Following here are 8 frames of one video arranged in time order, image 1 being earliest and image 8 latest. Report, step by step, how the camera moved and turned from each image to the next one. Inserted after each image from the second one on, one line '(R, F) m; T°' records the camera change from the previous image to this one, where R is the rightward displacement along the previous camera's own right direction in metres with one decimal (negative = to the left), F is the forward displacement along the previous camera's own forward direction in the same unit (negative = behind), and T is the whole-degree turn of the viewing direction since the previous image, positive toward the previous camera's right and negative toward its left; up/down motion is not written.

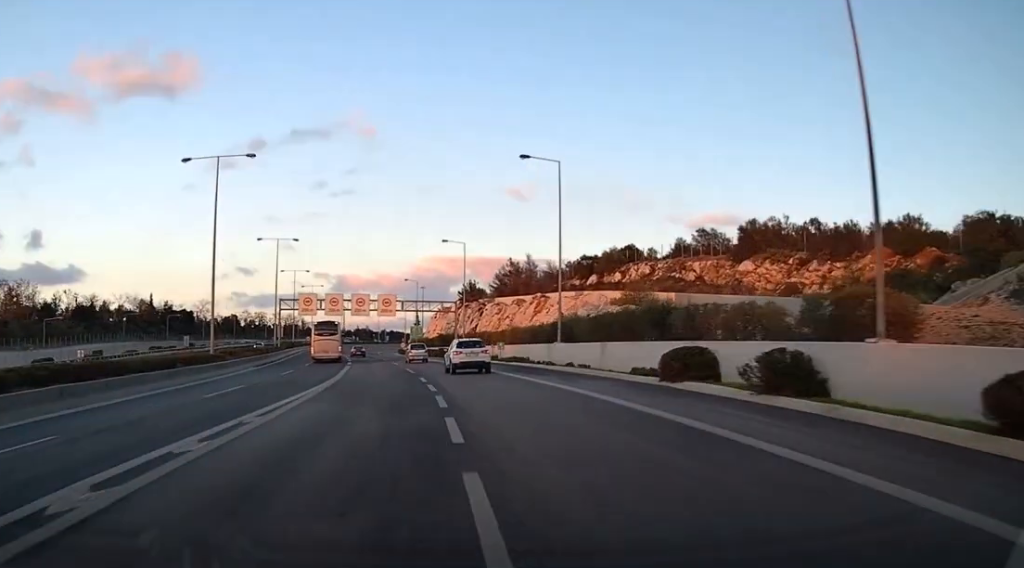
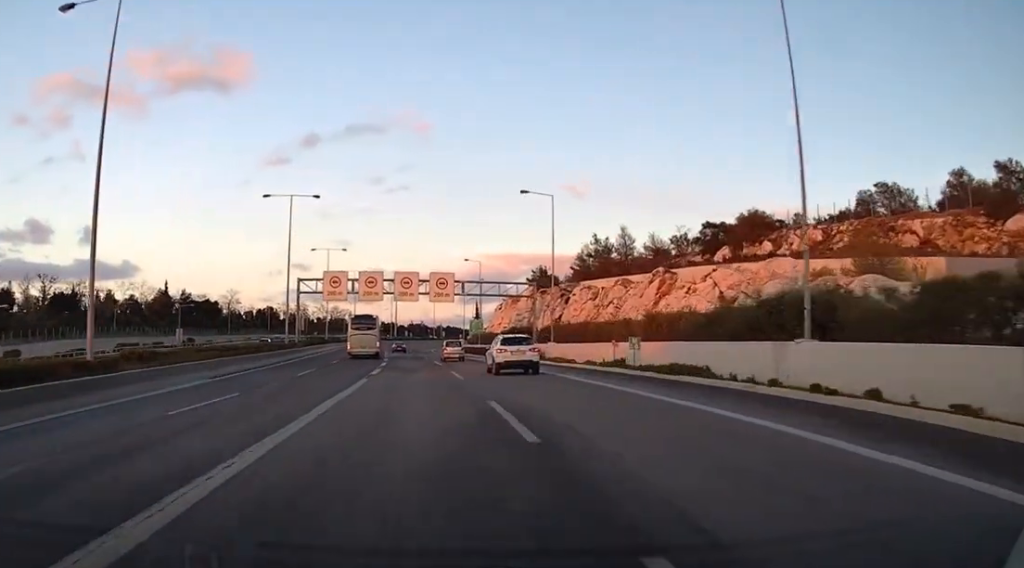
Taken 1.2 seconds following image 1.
(-0.4, +27.3) m; -3°
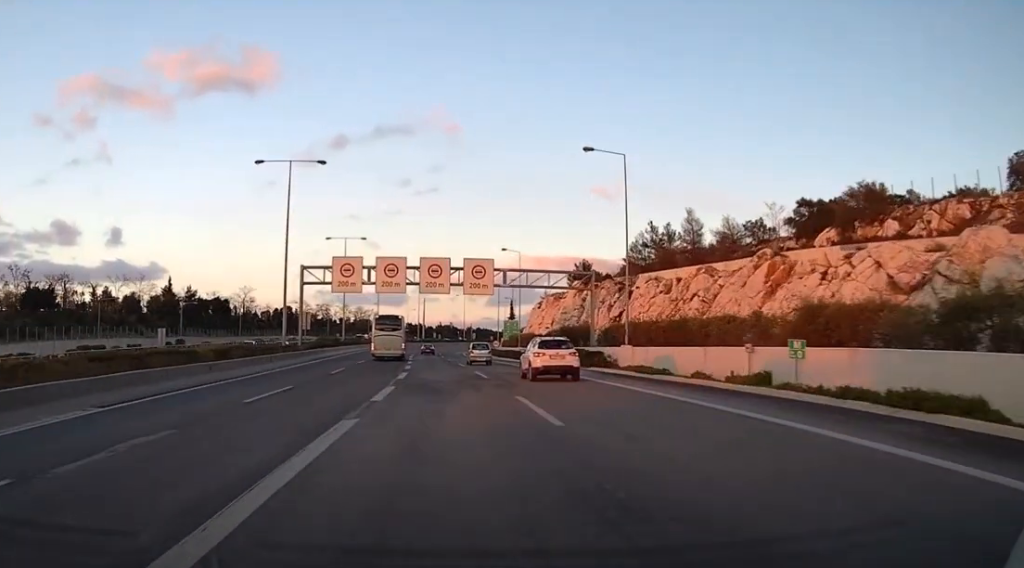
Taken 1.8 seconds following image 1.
(-0.5, +14.9) m; -2°
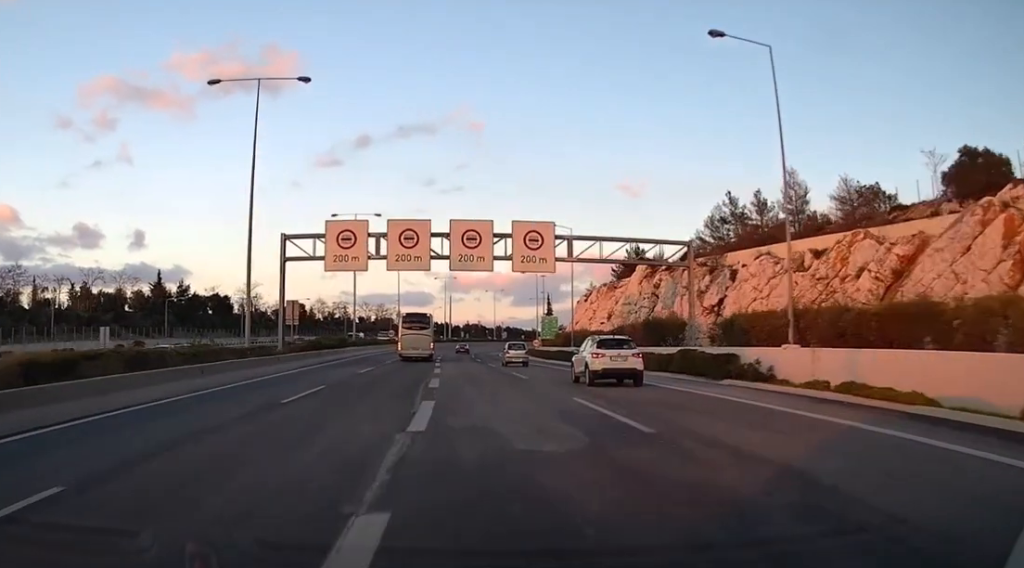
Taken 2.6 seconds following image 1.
(-0.4, +18.9) m; -2°
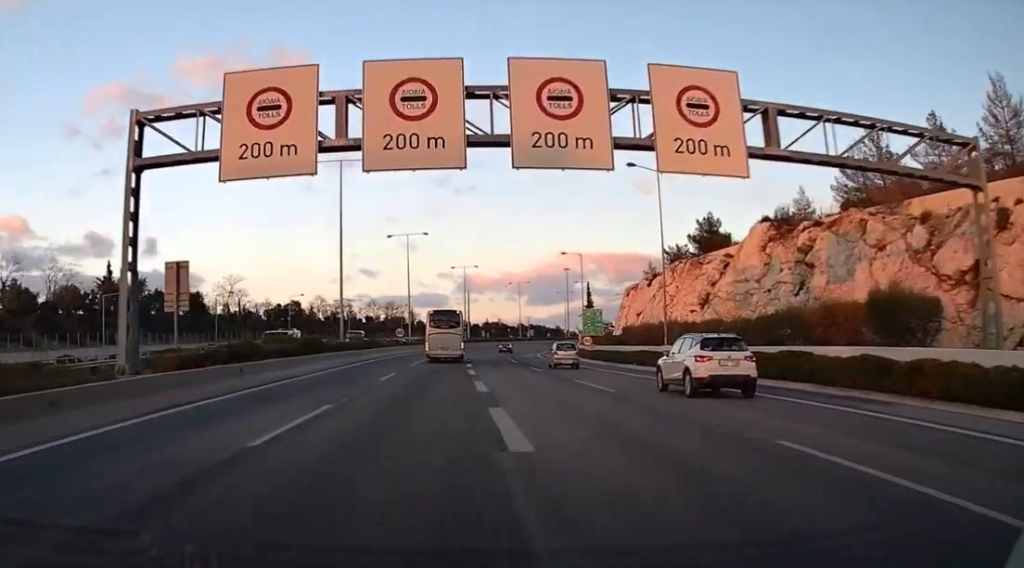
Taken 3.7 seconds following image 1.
(-0.6, +25.2) m; -3°
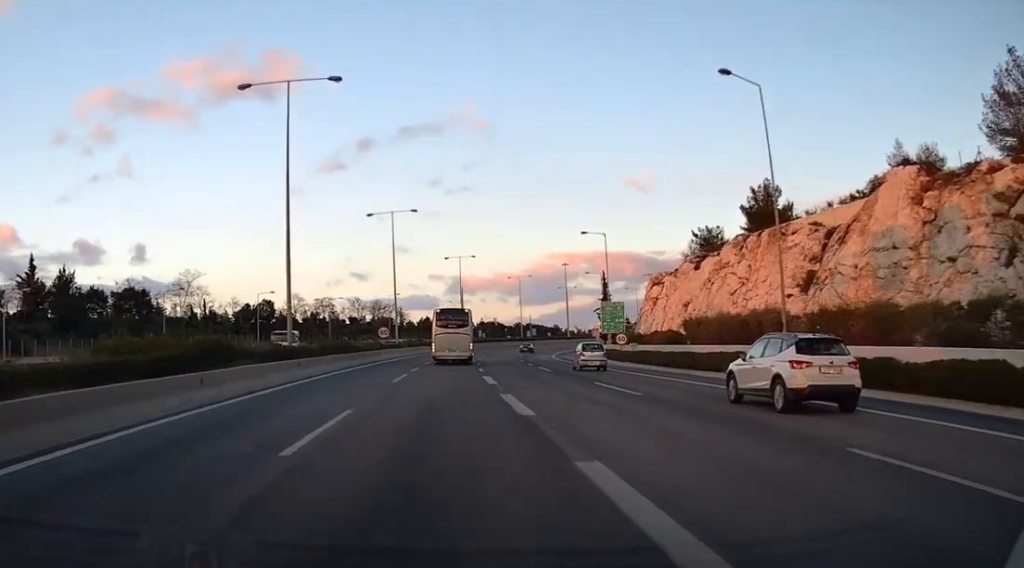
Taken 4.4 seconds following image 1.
(-0.3, +18.5) m; -1°
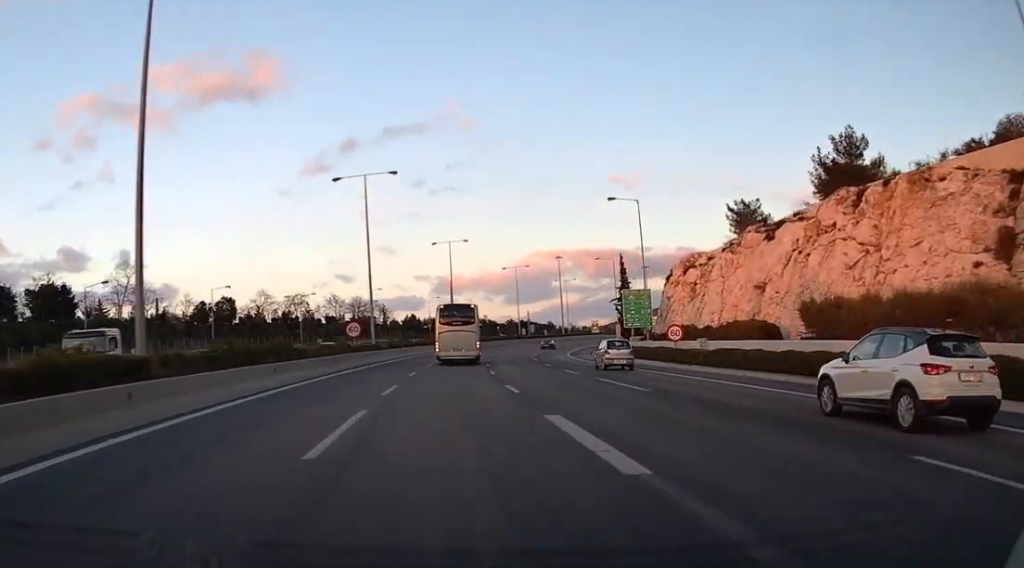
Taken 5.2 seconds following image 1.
(-0.1, +18.8) m; 0°
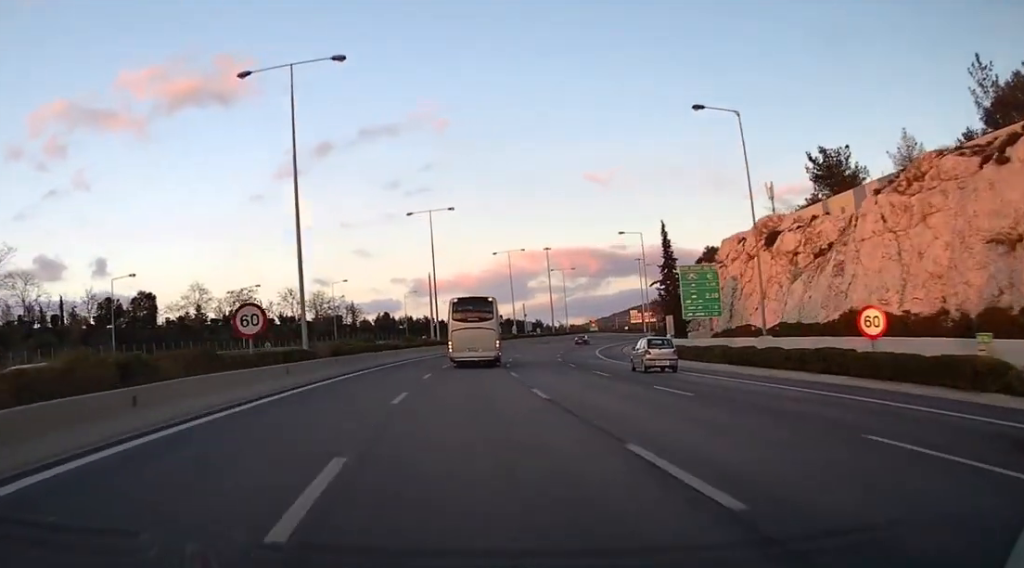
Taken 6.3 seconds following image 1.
(+0.2, +27.2) m; +1°
